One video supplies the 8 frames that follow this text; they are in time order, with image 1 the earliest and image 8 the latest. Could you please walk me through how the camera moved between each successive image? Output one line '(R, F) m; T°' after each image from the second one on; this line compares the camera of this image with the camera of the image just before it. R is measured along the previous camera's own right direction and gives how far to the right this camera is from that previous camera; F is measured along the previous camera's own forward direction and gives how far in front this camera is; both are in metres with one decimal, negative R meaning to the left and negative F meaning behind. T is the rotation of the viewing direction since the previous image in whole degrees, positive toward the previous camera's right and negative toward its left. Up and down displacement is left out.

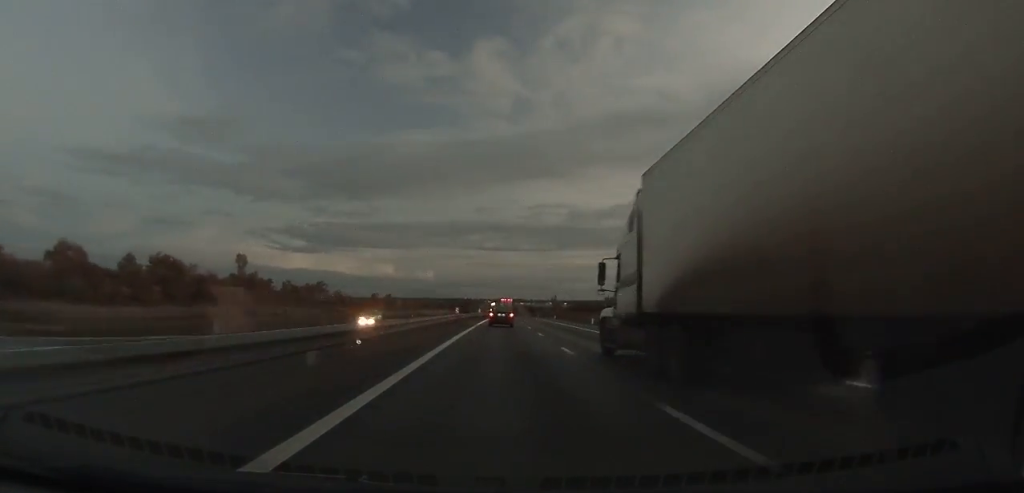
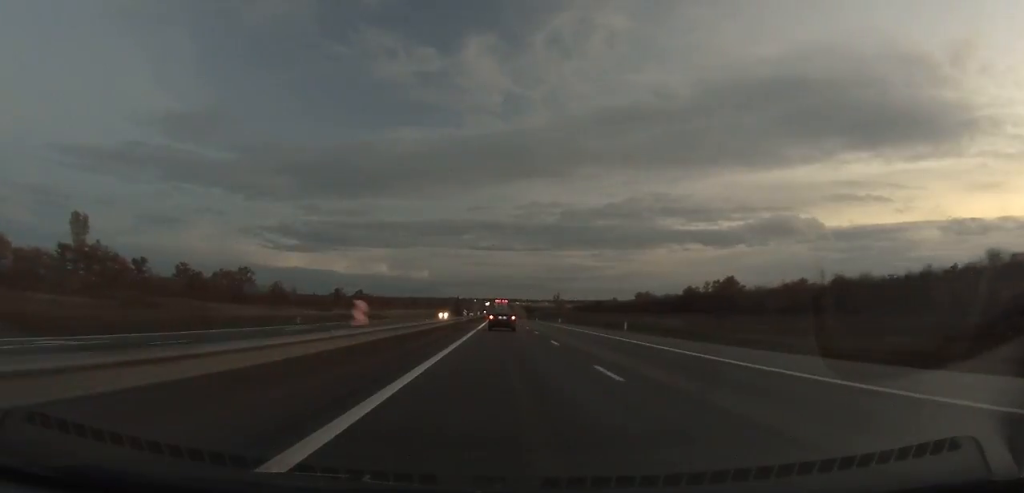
(+0.1, +70.3) m; 0°
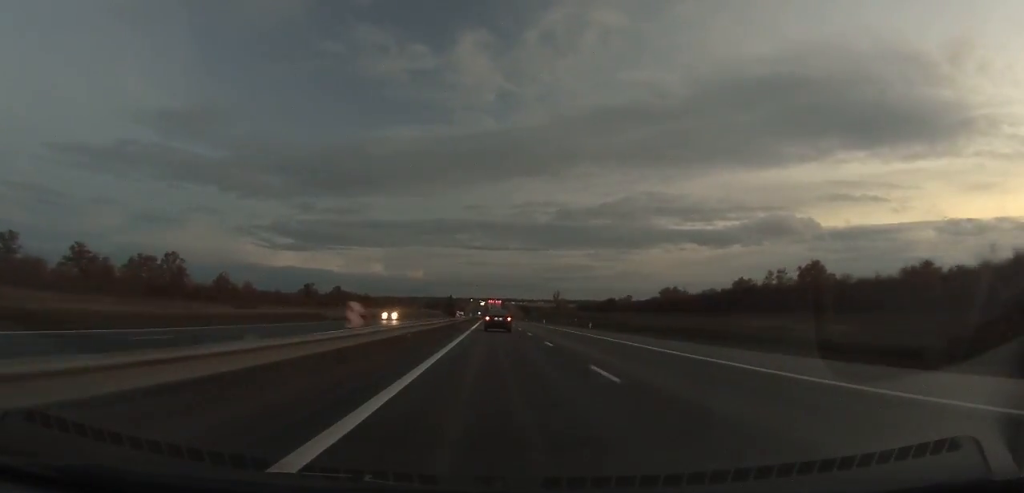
(0.0, +40.0) m; 0°
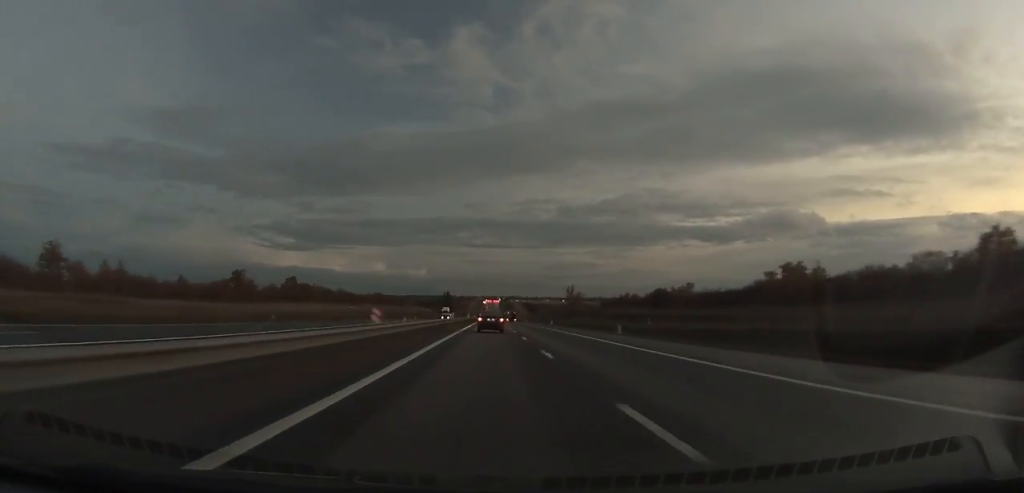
(+0.2, +71.0) m; 0°
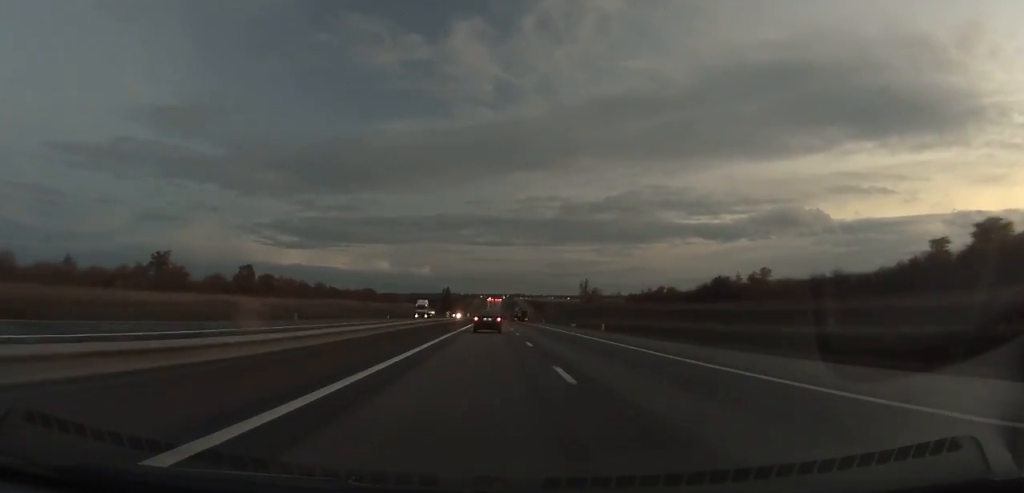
(0.0, +42.9) m; 0°
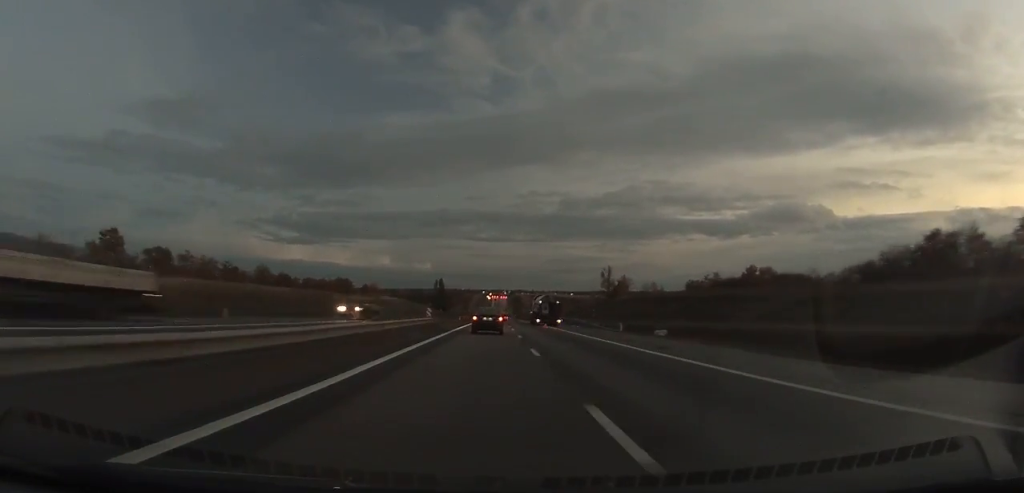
(-0.1, +66.3) m; 0°
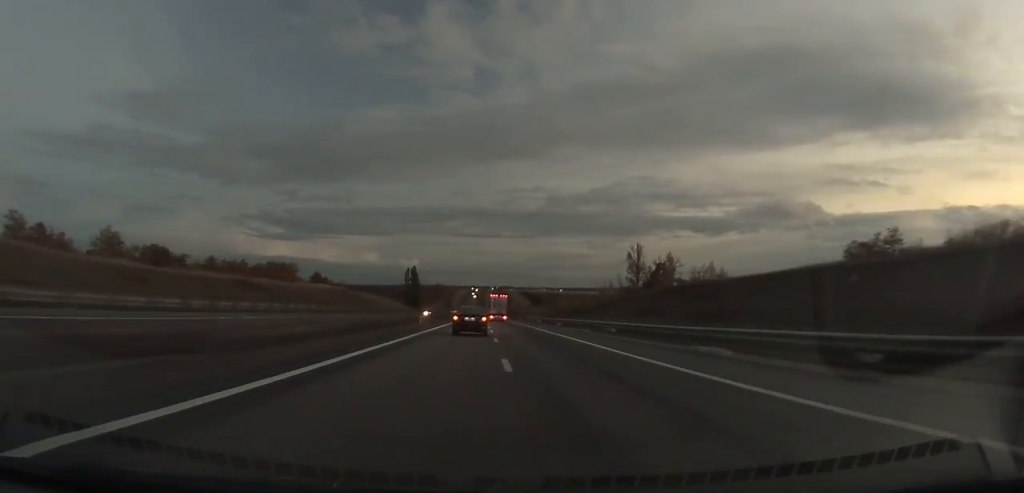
(-0.1, +79.5) m; 0°
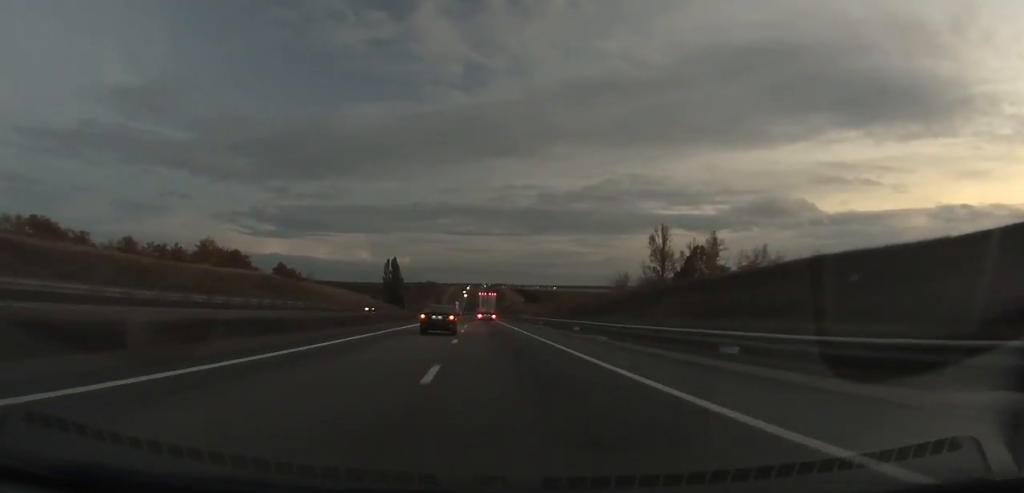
(+0.3, +40.0) m; 0°
